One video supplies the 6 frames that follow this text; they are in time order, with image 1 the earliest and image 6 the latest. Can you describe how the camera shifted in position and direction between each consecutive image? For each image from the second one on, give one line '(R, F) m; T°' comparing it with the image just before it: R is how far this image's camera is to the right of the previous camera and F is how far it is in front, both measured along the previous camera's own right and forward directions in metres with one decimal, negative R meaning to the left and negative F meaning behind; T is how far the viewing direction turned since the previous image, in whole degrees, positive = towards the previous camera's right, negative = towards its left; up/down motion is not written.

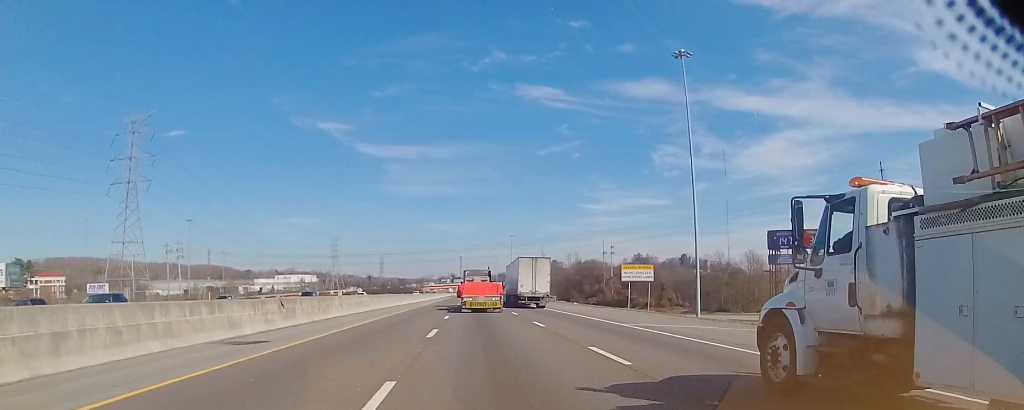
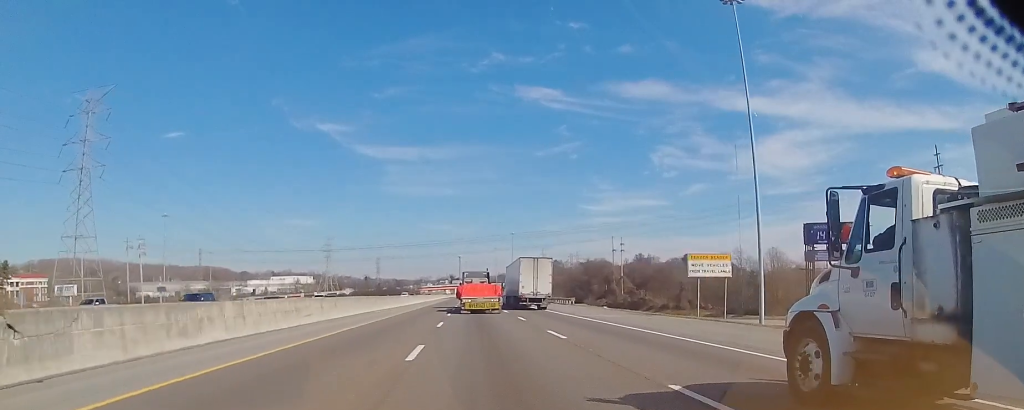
(+0.2, +17.6) m; 0°
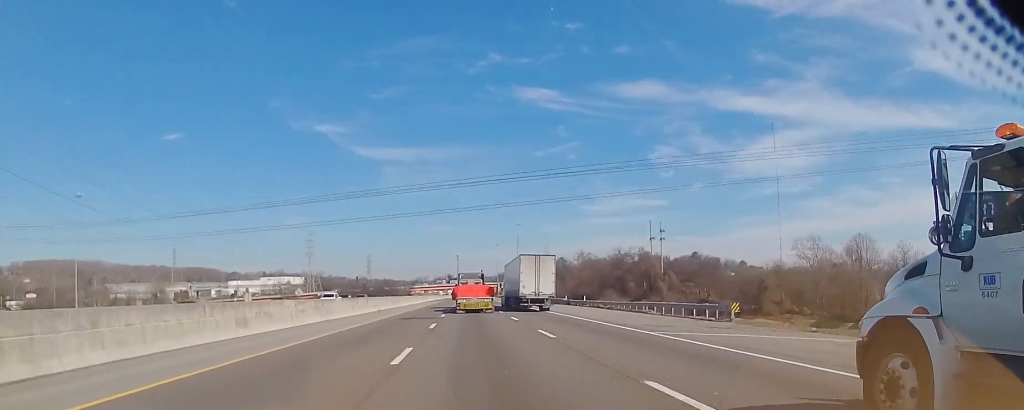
(-0.7, +48.1) m; -1°
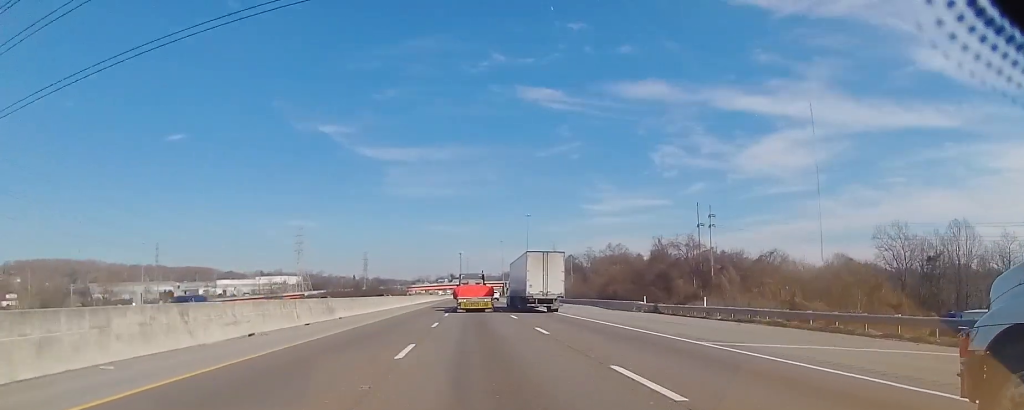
(0.0, +34.7) m; 0°
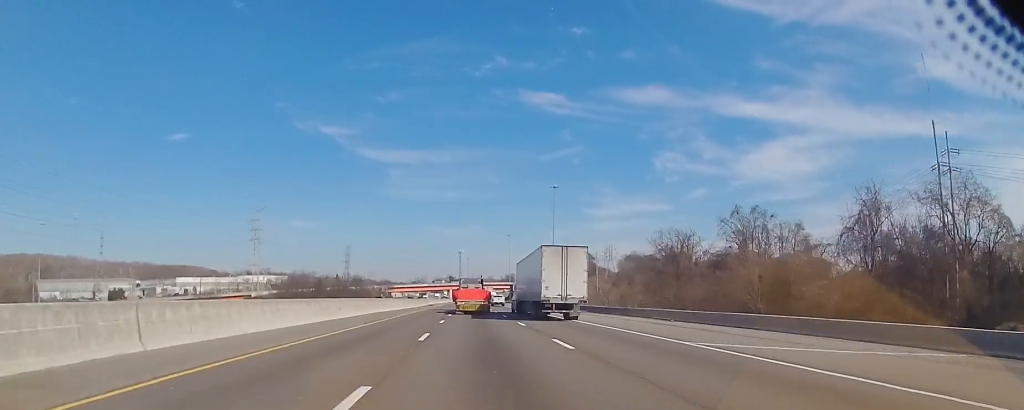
(+0.3, +78.9) m; +1°
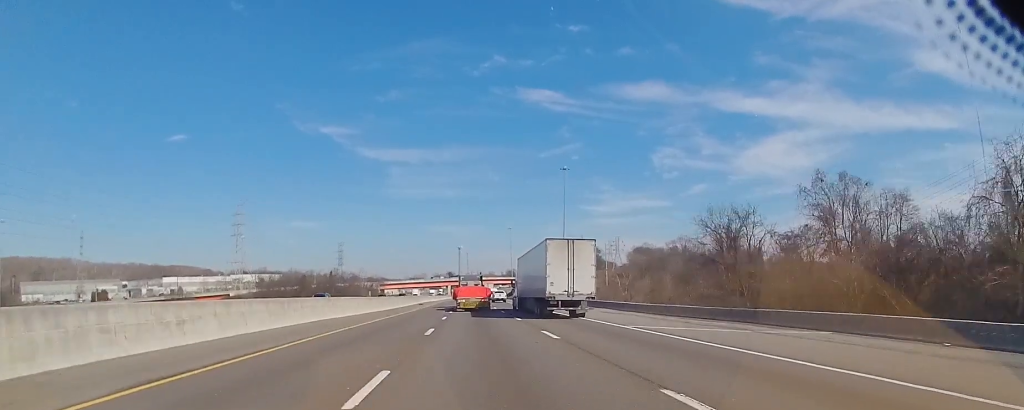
(+0.2, +22.7) m; 0°
